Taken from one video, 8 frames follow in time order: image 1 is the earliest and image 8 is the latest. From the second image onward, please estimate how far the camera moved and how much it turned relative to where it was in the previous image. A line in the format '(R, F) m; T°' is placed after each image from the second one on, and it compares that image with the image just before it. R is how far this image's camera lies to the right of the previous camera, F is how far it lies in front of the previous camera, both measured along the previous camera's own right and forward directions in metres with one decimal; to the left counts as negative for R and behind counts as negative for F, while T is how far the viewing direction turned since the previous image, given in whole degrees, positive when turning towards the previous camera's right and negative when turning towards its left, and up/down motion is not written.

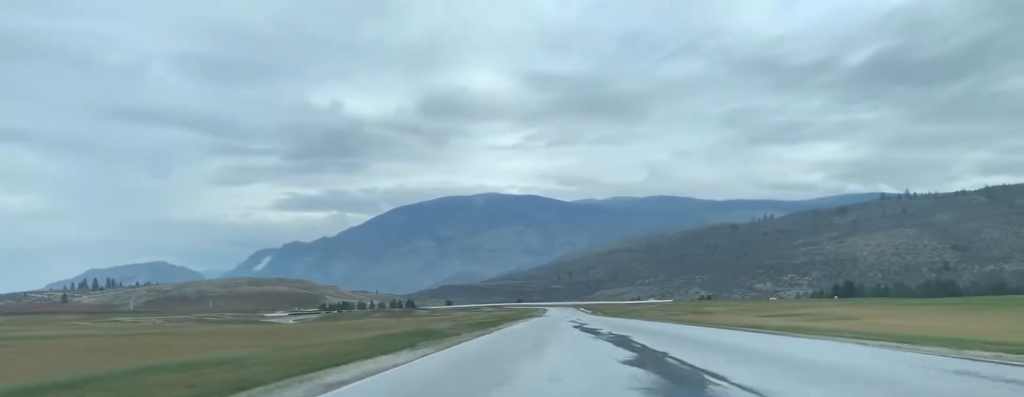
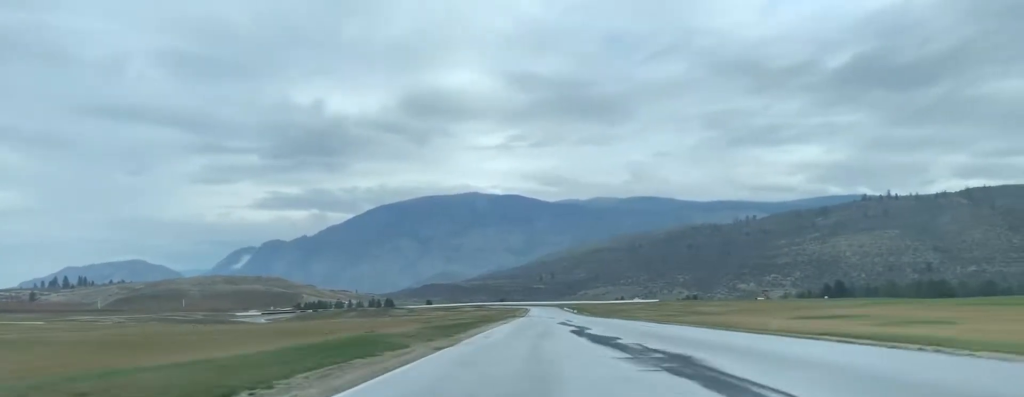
(+0.2, +13.8) m; +1°
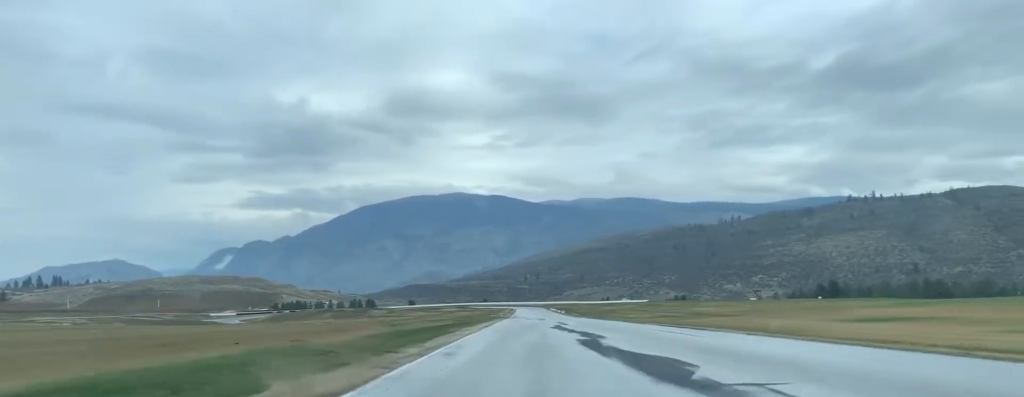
(0.0, +13.3) m; +1°
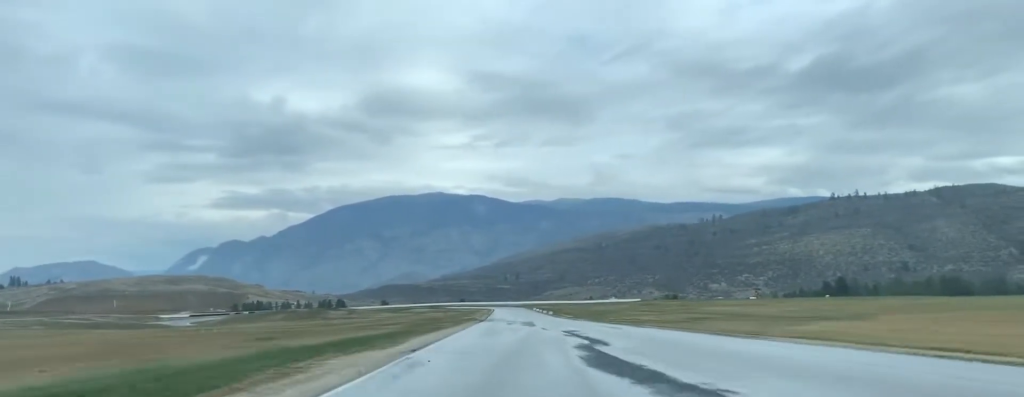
(+0.8, +34.5) m; +2°
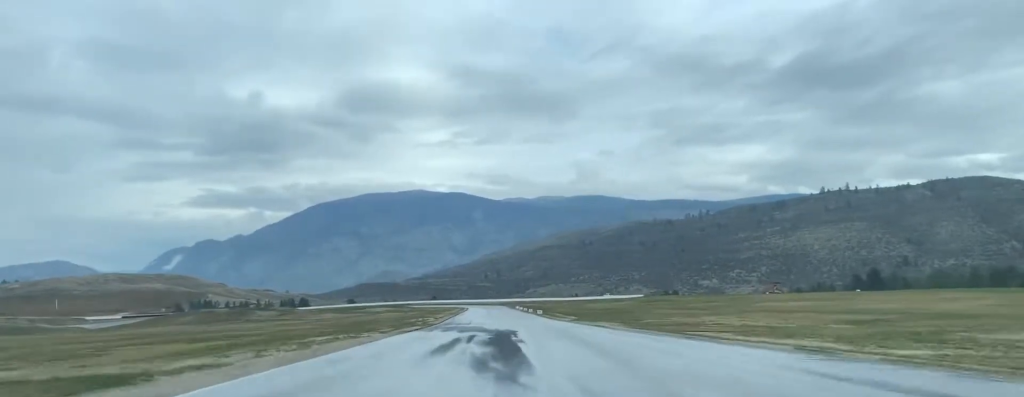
(+0.4, +51.1) m; +1°
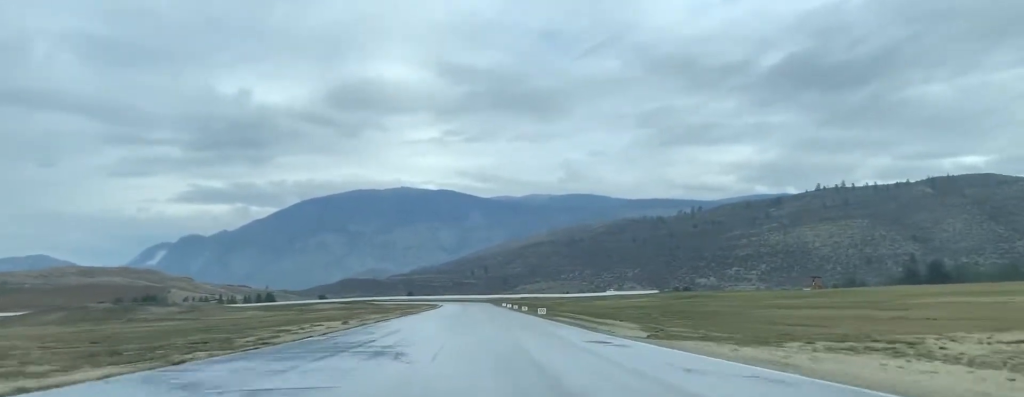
(-0.4, +59.9) m; -1°
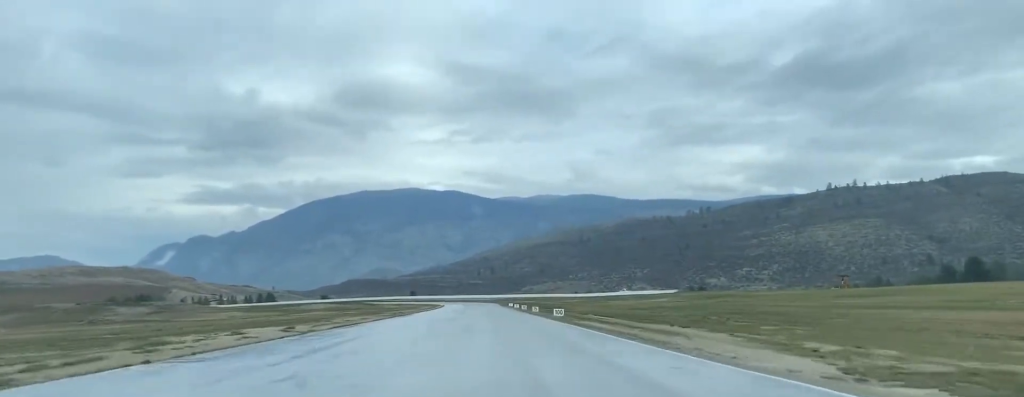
(+0.1, +18.2) m; 0°
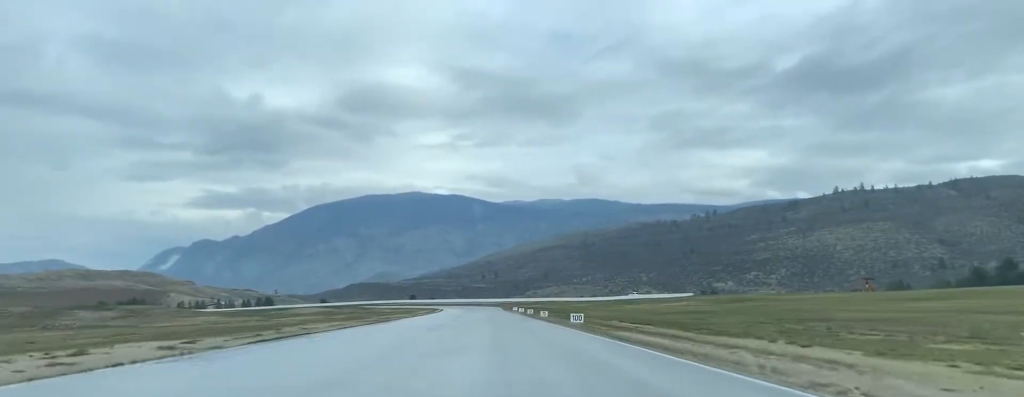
(+0.1, +14.4) m; 0°
